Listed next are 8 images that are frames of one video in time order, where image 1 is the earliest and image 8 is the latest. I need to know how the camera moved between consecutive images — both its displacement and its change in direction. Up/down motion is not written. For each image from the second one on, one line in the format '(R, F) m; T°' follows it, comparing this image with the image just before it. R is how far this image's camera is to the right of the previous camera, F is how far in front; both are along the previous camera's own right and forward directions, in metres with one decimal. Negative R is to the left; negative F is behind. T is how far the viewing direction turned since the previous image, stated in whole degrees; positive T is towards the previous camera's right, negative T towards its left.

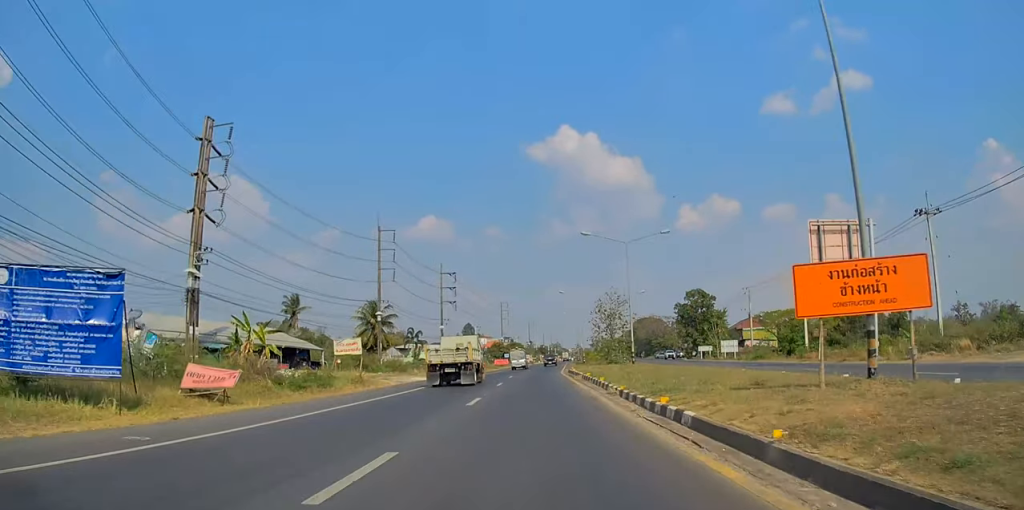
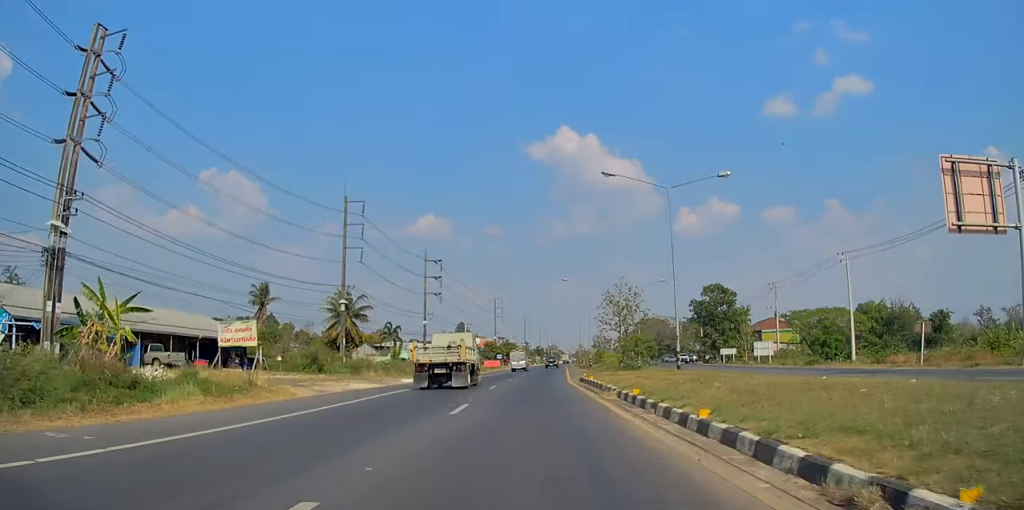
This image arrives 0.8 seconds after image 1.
(+0.2, +15.7) m; 0°
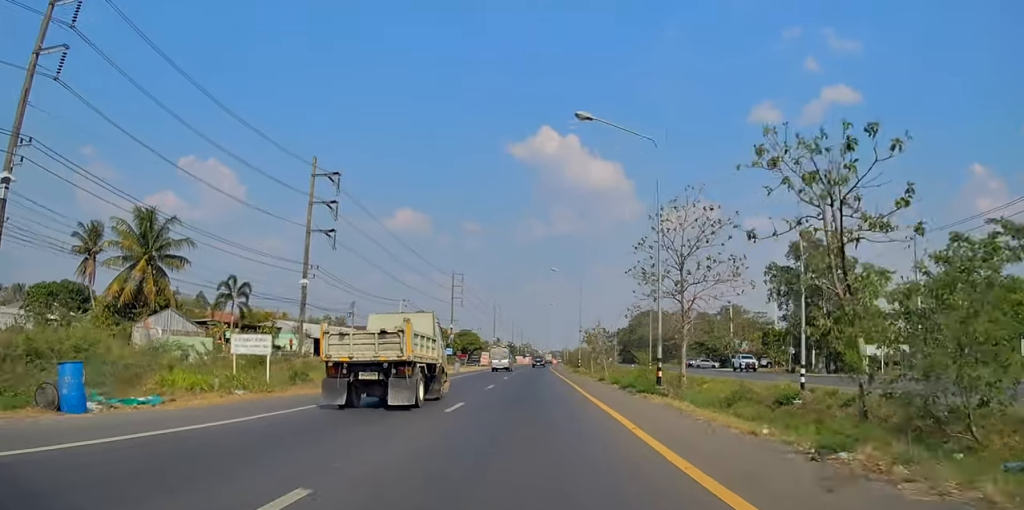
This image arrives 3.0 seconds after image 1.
(-0.1, +47.2) m; +1°
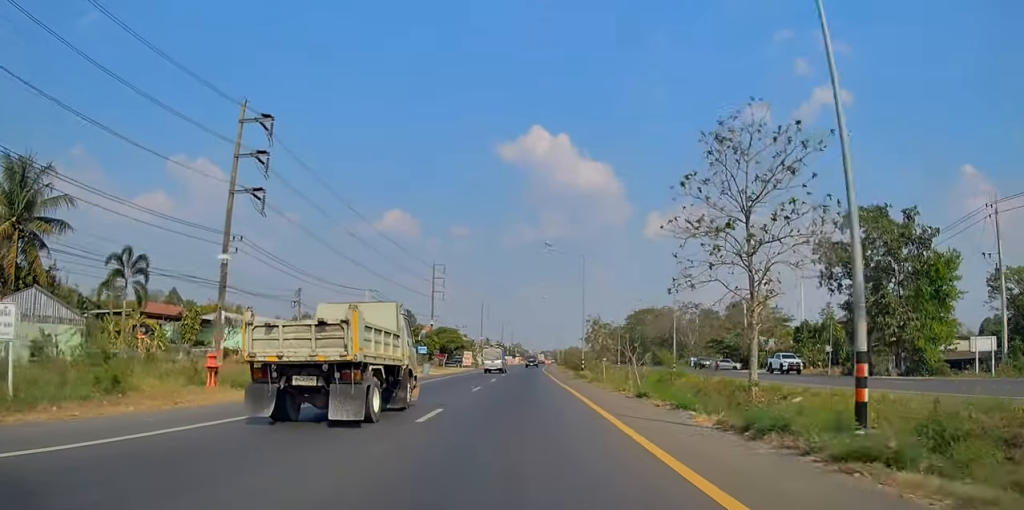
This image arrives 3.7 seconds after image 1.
(+0.3, +15.0) m; 0°
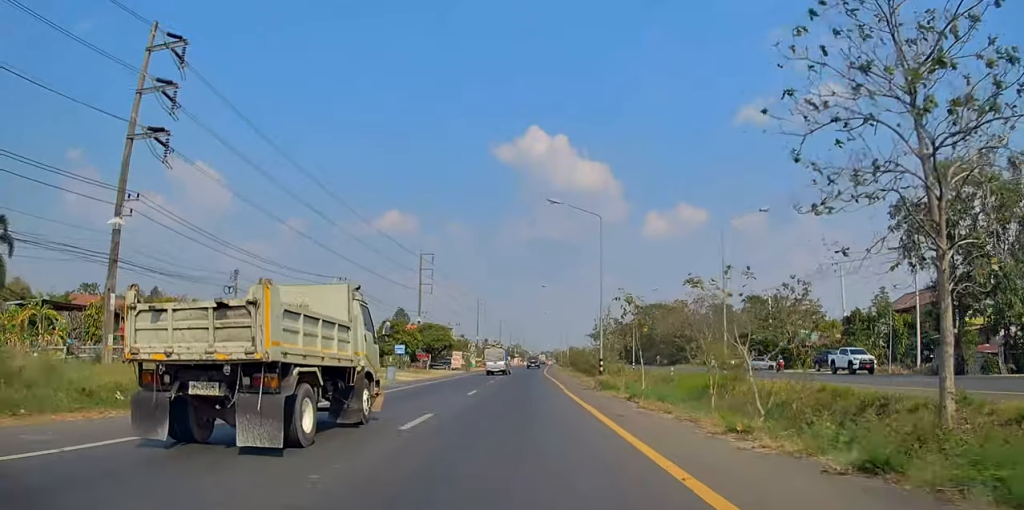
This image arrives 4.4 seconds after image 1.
(-0.1, +13.2) m; 0°
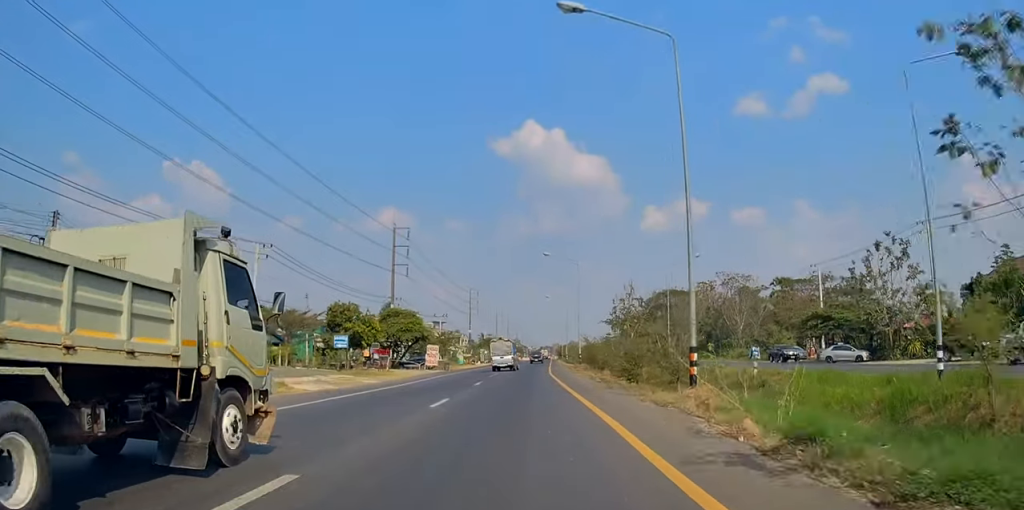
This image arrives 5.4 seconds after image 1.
(+0.1, +20.8) m; +1°
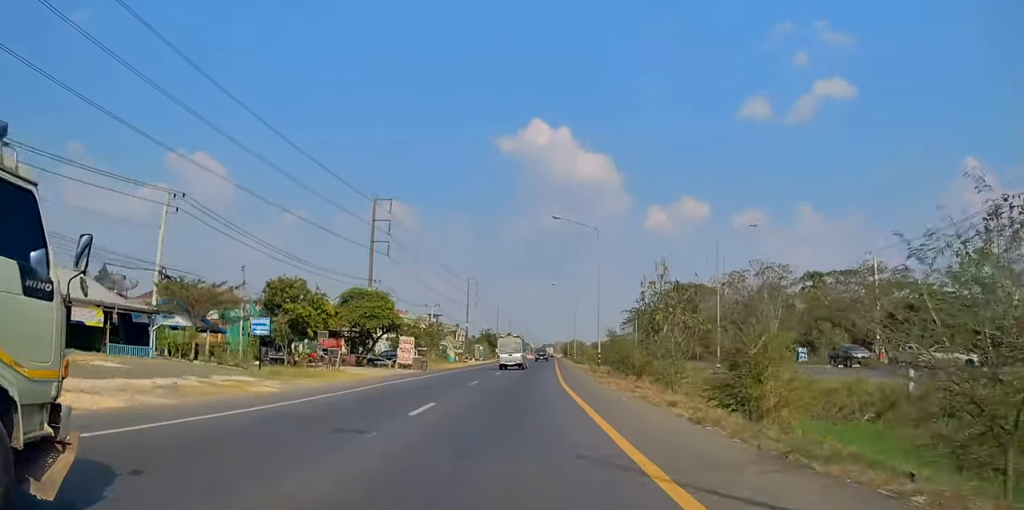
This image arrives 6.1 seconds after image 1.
(+0.1, +14.5) m; 0°
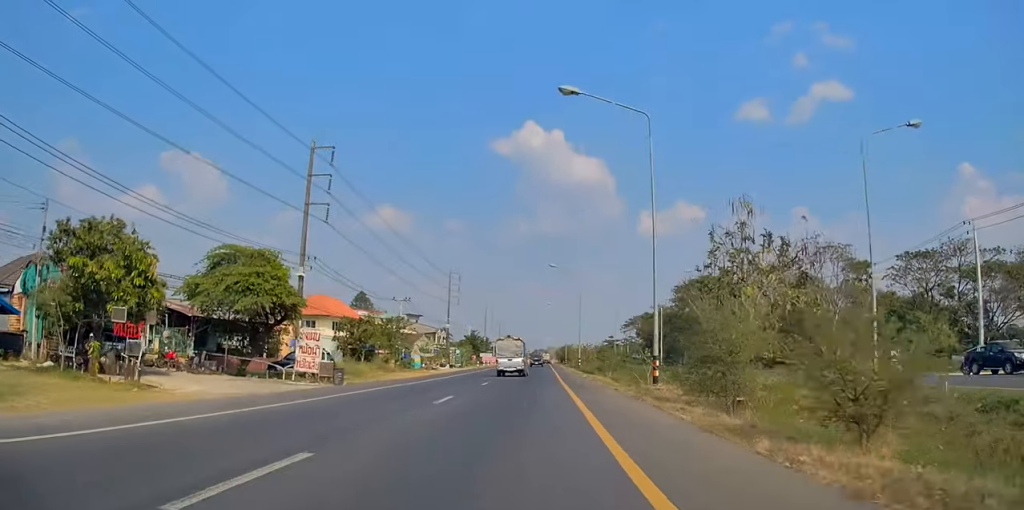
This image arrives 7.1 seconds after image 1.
(-0.1, +20.0) m; 0°
